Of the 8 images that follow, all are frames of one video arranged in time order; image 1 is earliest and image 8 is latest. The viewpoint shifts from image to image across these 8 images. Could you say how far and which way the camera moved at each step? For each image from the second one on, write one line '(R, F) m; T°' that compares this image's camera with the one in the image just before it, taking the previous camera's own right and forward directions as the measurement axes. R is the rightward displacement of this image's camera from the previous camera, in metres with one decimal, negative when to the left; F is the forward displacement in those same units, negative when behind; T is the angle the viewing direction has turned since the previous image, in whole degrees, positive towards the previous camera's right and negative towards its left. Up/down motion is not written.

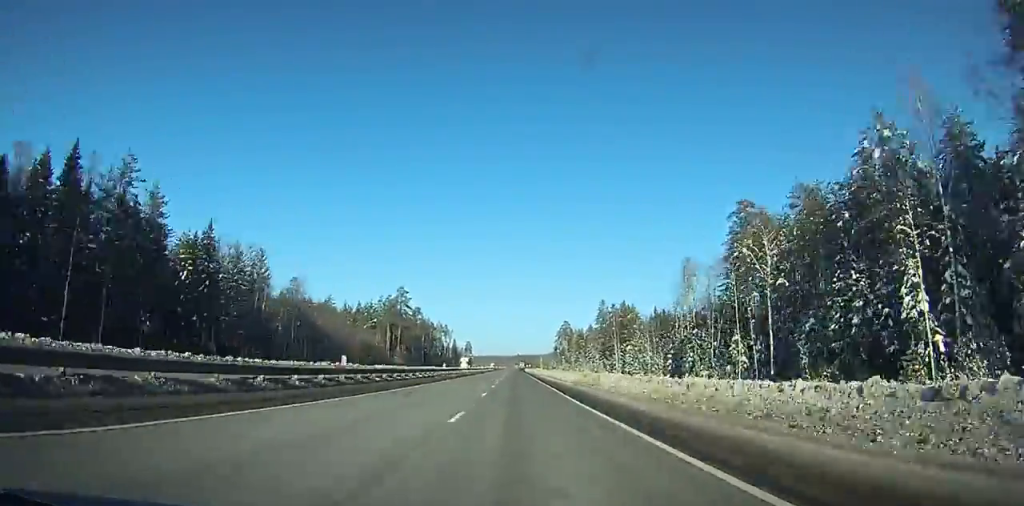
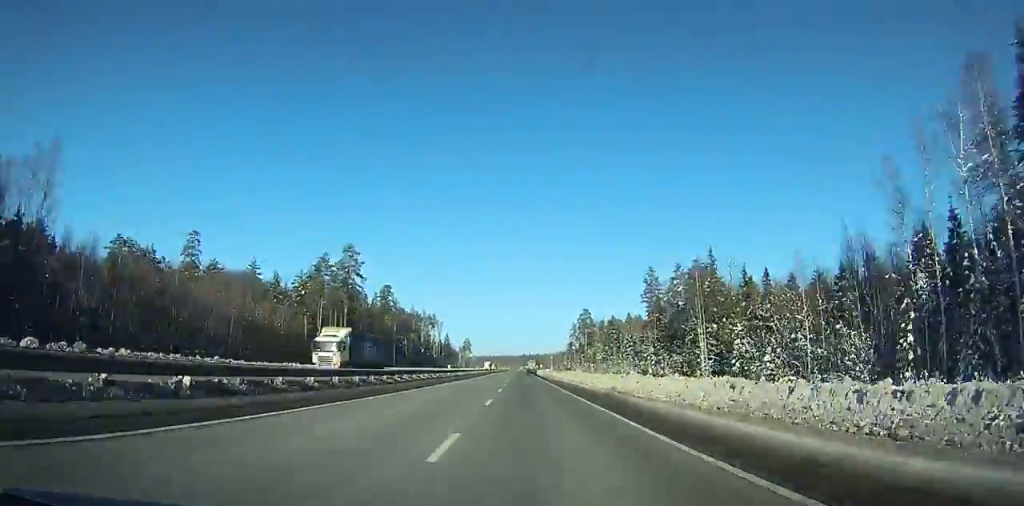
(-0.2, +75.7) m; -2°
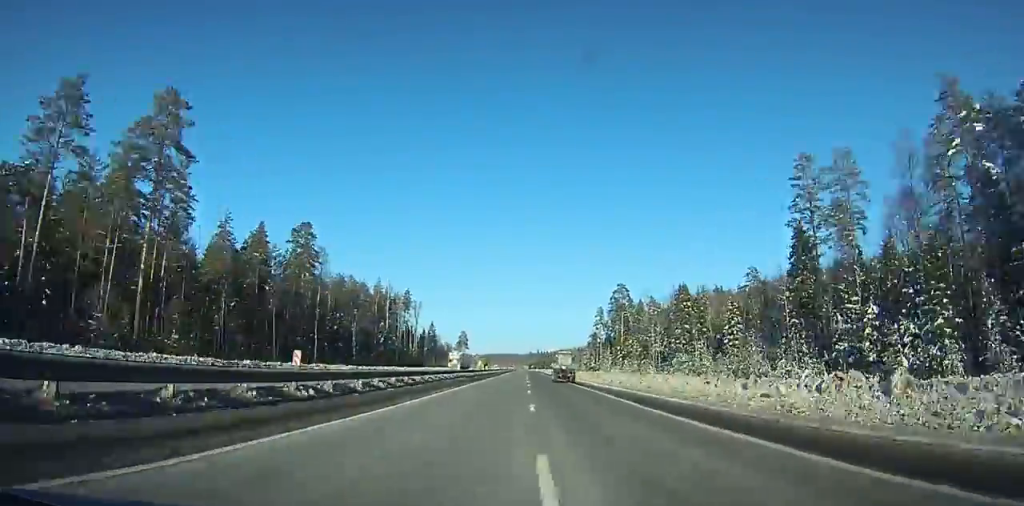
(-2.1, +87.6) m; 0°
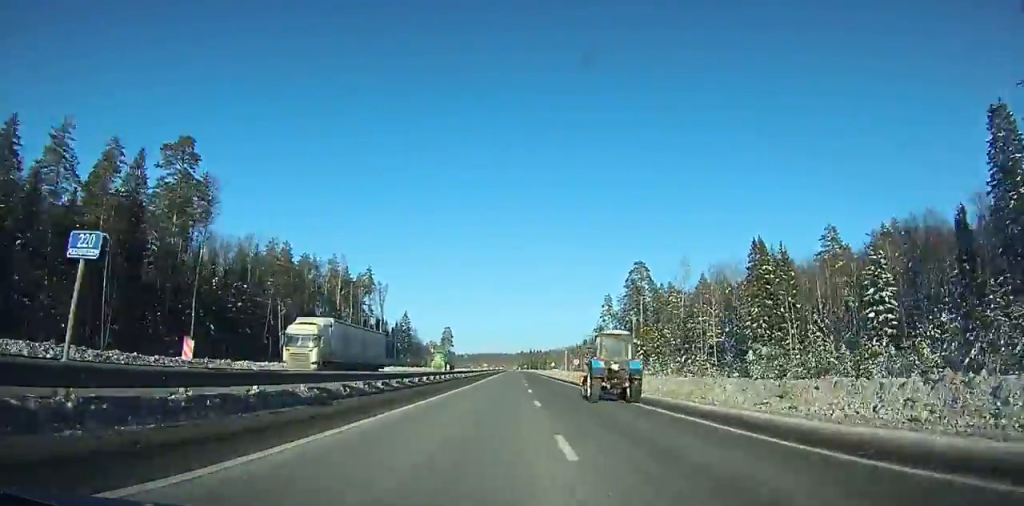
(-3.6, +45.0) m; +2°
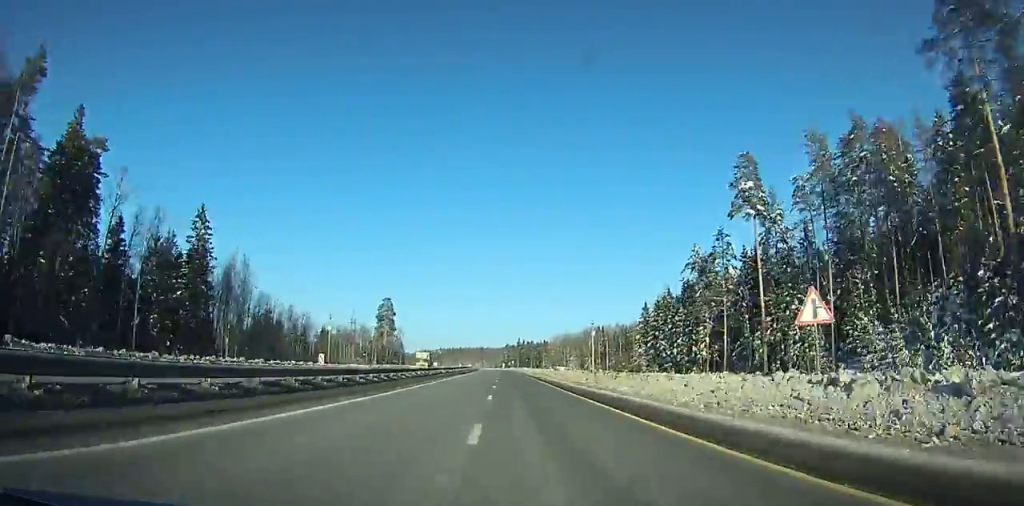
(+11.8, +143.3) m; +3°
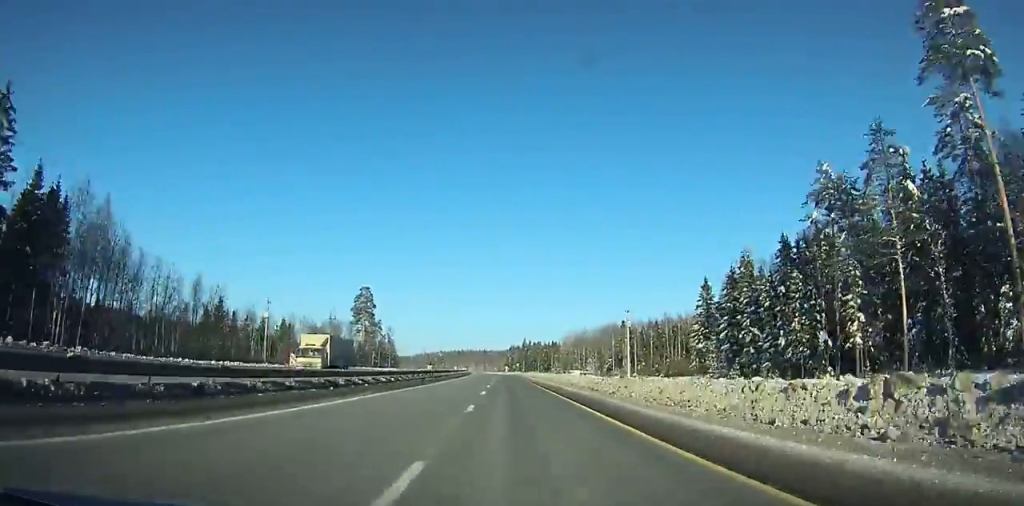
(-0.7, +41.5) m; -2°
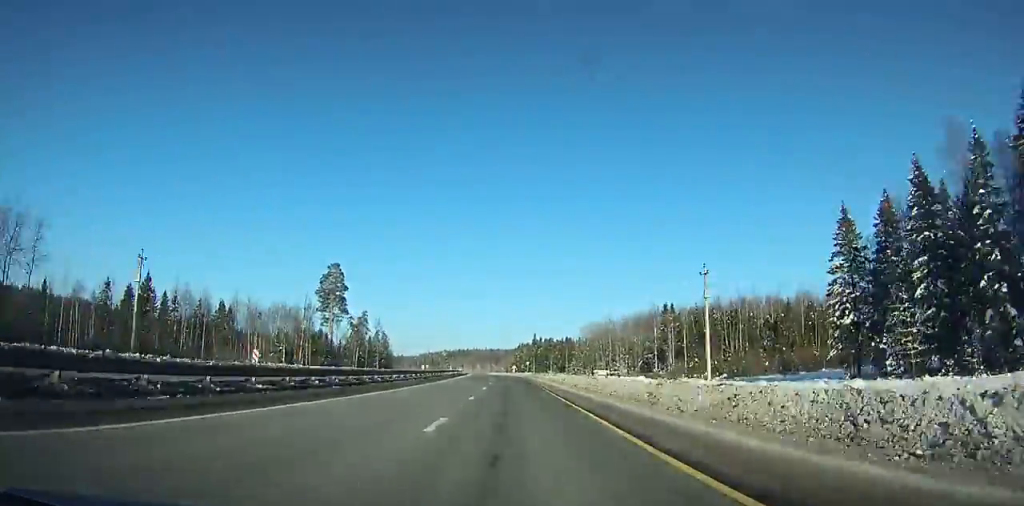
(-0.6, +40.7) m; -1°
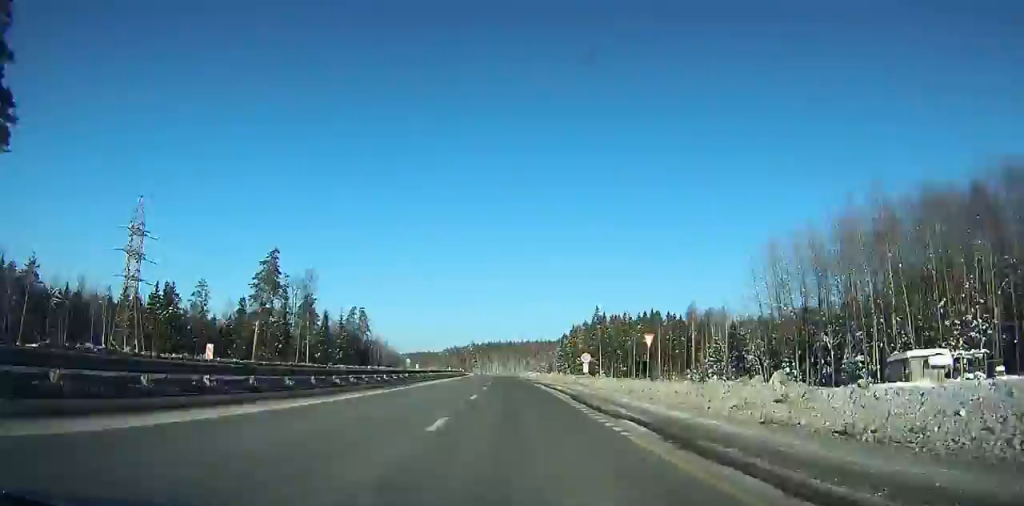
(-3.4, +120.5) m; -3°
